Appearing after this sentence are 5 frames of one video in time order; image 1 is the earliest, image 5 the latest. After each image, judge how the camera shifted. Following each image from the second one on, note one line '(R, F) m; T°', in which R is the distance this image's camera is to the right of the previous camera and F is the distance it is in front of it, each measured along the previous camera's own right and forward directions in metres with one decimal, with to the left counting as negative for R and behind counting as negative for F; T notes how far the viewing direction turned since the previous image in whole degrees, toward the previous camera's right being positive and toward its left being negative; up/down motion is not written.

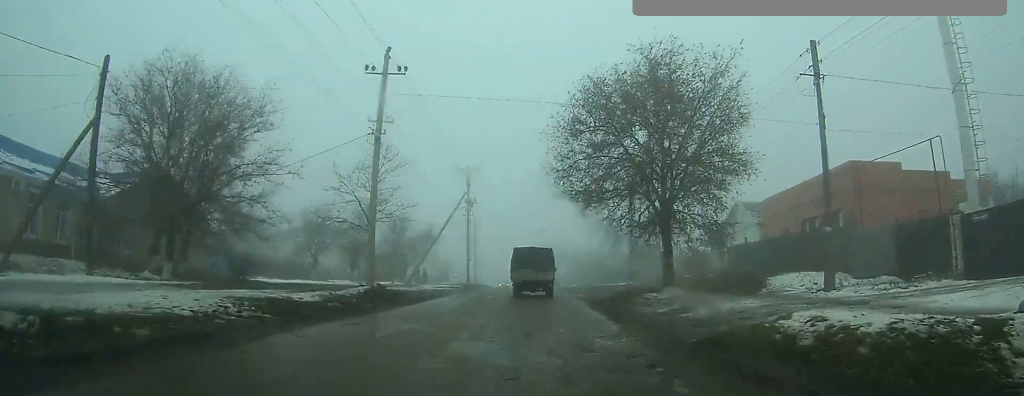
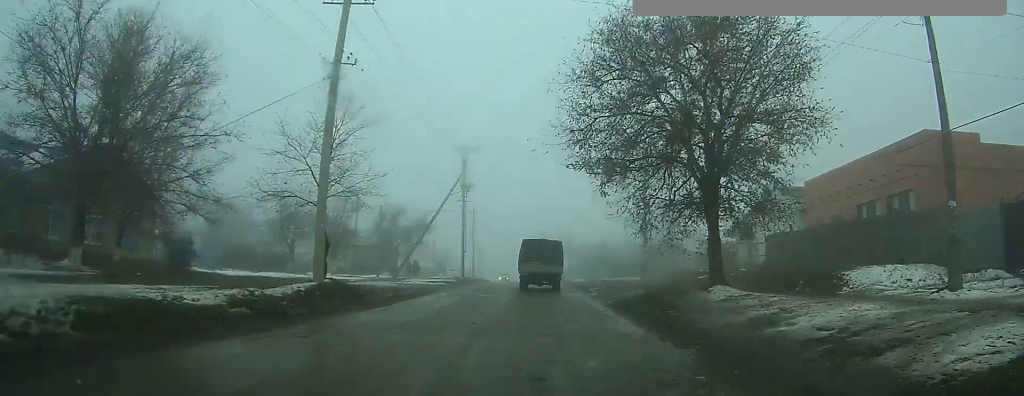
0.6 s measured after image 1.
(0.0, +6.0) m; 0°
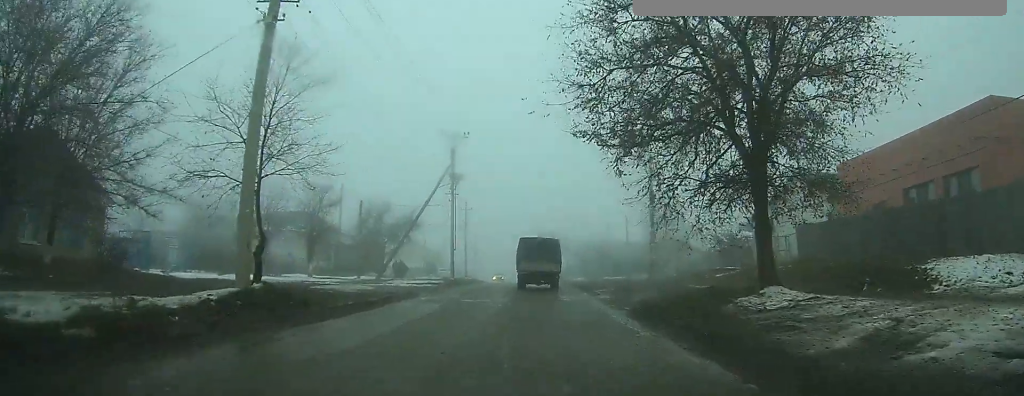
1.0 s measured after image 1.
(0.0, +4.7) m; 0°
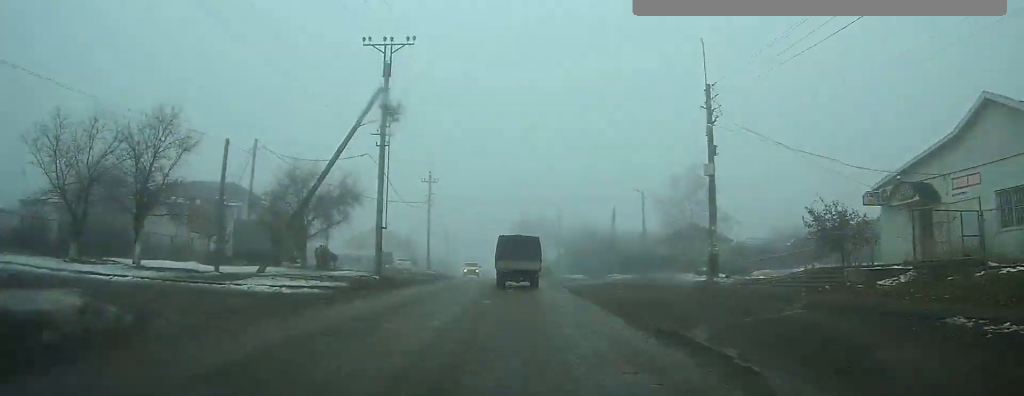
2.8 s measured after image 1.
(0.0, +17.3) m; 0°
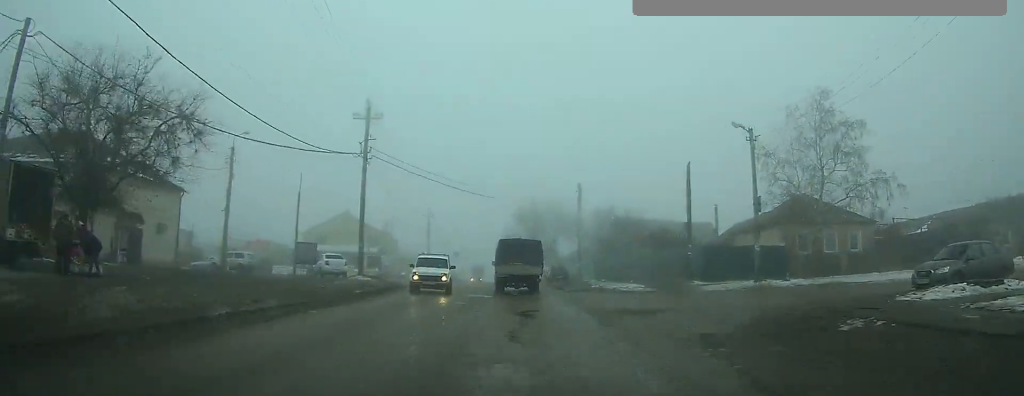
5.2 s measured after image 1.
(+0.2, +23.5) m; +1°
